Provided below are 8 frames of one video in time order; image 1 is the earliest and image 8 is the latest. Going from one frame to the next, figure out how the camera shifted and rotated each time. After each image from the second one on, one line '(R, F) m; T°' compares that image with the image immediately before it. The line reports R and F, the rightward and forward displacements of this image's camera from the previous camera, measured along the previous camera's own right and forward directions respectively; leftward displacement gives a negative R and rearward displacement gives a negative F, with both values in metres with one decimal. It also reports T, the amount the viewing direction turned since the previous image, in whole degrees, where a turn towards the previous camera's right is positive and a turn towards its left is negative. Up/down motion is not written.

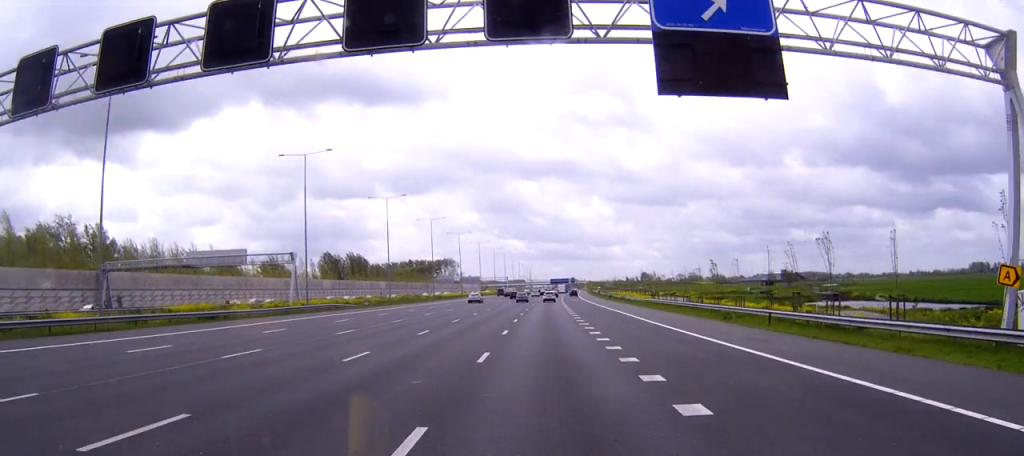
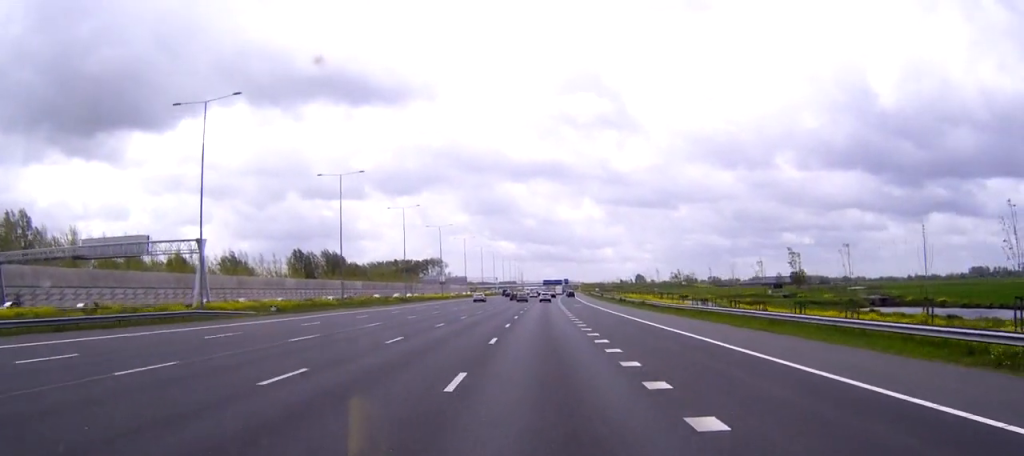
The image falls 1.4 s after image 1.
(+0.1, +27.6) m; 0°
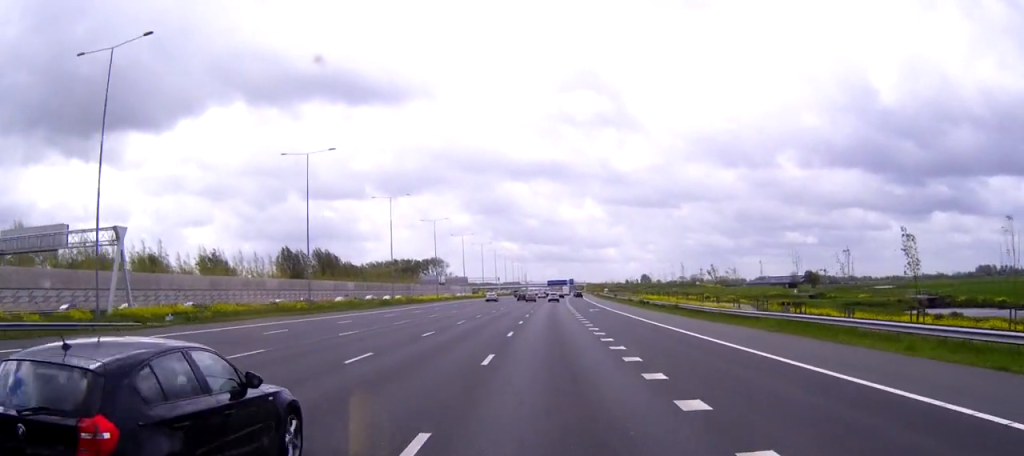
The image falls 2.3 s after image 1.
(+0.1, +17.7) m; 0°
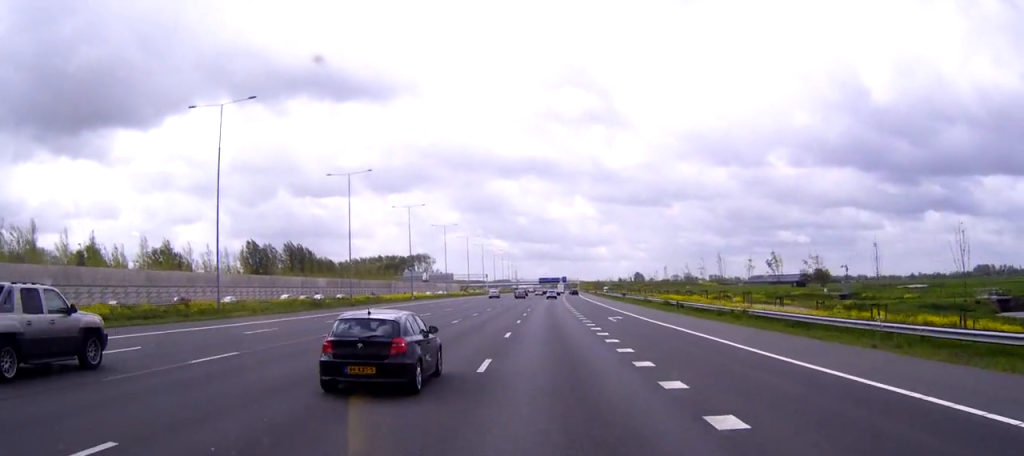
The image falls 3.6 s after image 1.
(+0.1, +25.2) m; 0°
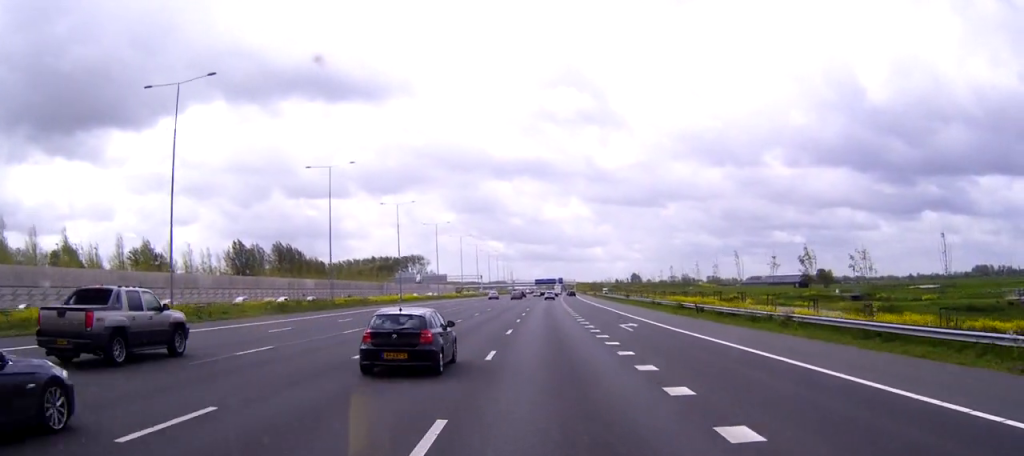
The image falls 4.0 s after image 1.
(0.0, +8.6) m; 0°
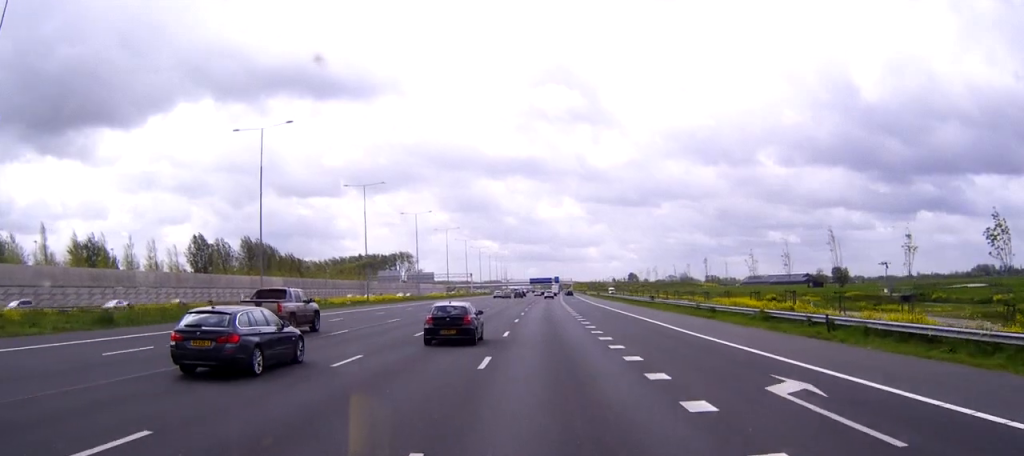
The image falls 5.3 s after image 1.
(0.0, +25.3) m; 0°
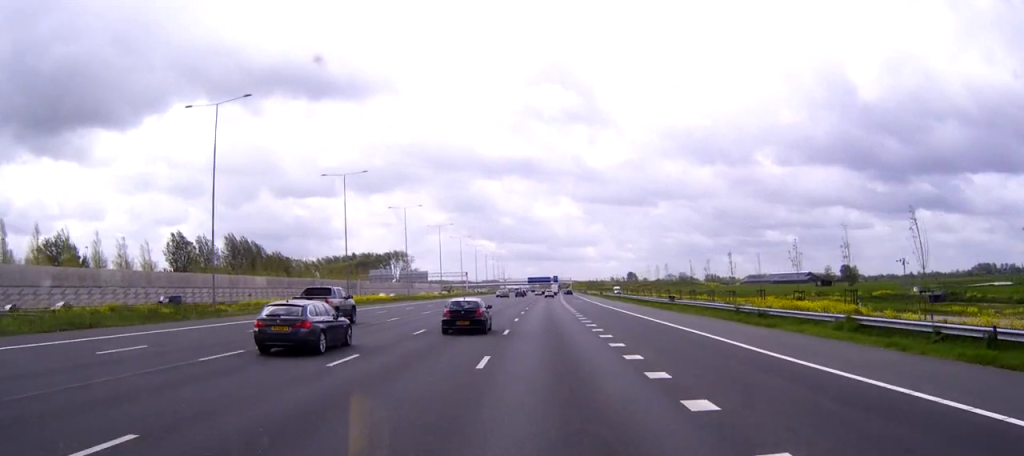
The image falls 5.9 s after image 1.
(0.0, +12.1) m; 0°
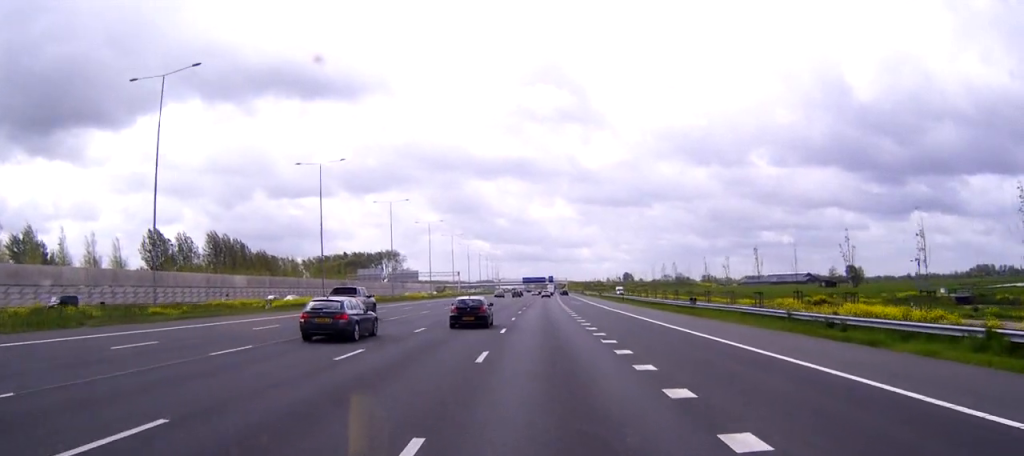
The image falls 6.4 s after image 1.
(0.0, +10.8) m; 0°
